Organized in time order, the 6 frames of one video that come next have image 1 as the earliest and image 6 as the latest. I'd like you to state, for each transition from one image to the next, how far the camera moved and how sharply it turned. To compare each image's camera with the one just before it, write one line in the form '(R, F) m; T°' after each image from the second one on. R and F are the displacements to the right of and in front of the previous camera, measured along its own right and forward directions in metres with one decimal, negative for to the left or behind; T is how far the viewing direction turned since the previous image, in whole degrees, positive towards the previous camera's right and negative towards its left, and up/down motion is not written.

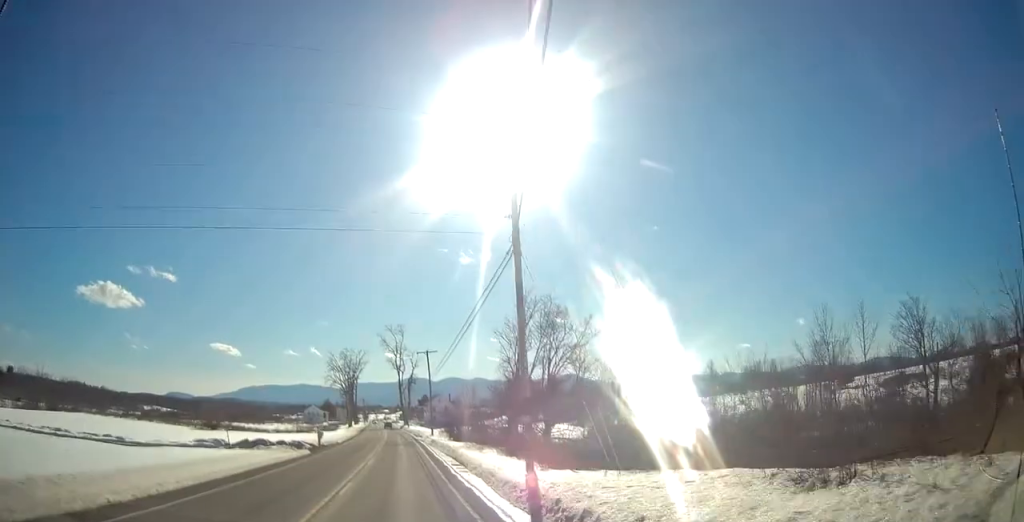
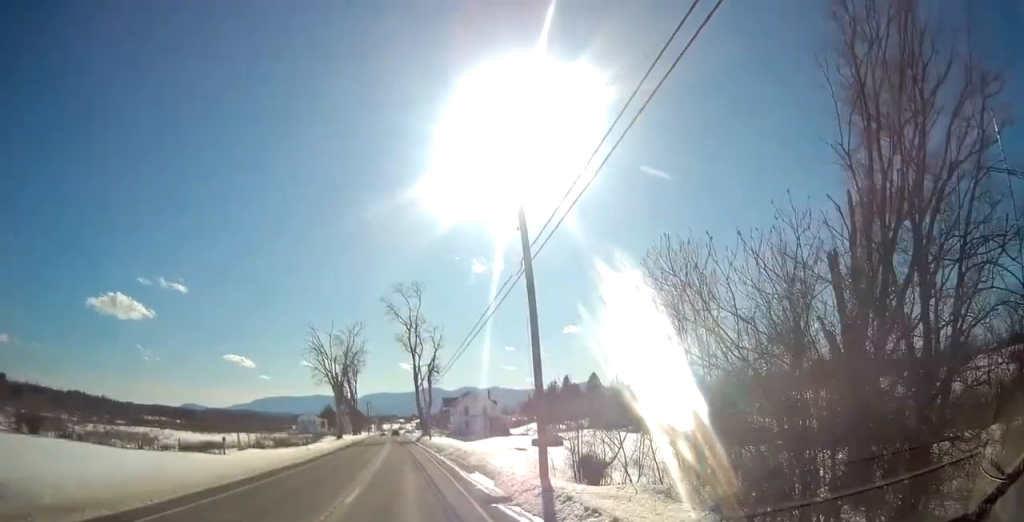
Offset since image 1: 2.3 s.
(-0.5, +50.1) m; -2°
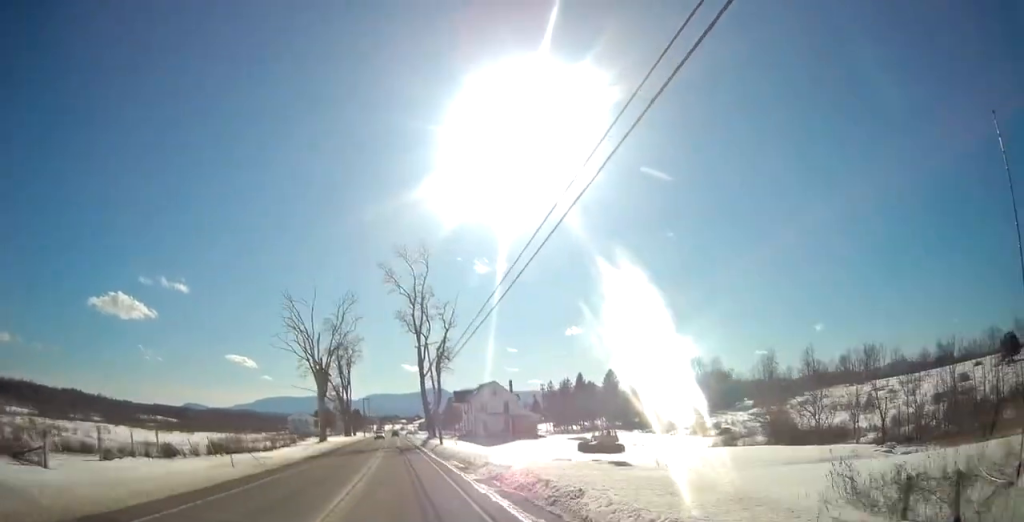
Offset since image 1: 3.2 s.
(-0.3, +20.7) m; 0°
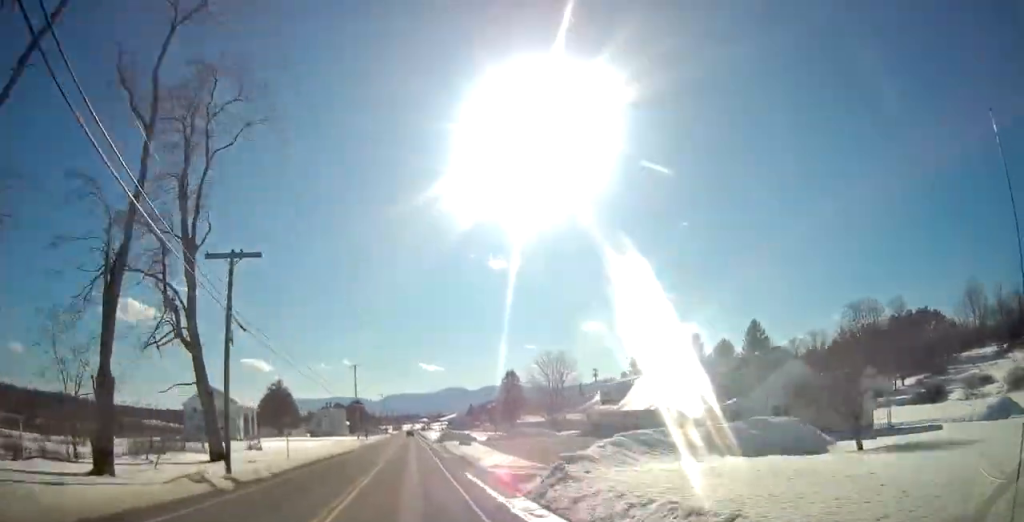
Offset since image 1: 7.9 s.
(-2.1, +105.2) m; -2°
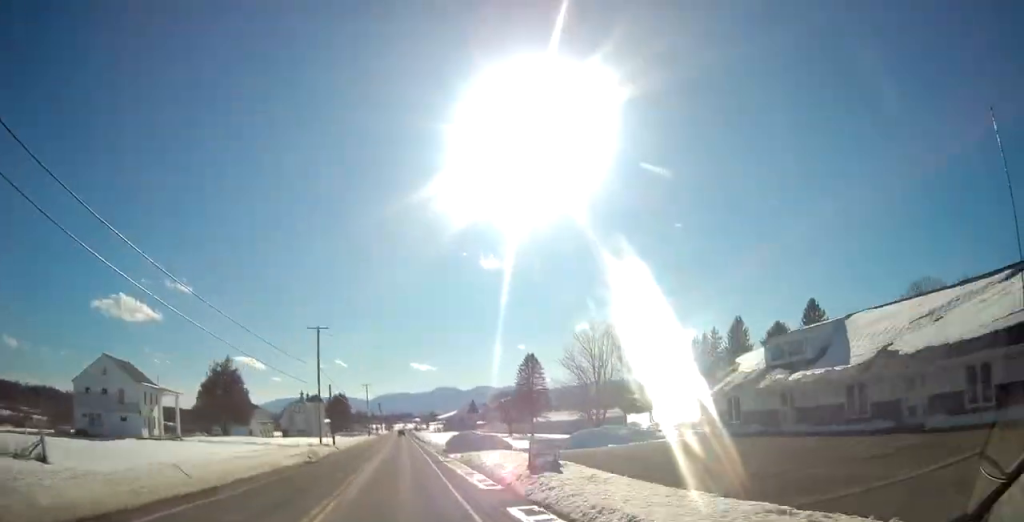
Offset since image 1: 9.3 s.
(+0.3, +31.1) m; 0°
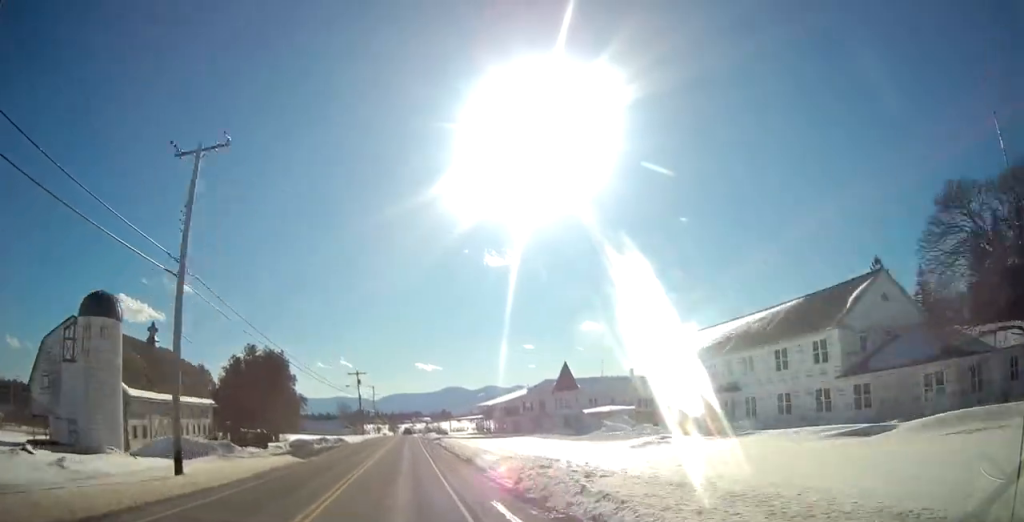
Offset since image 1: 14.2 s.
(-0.2, +106.4) m; 0°
